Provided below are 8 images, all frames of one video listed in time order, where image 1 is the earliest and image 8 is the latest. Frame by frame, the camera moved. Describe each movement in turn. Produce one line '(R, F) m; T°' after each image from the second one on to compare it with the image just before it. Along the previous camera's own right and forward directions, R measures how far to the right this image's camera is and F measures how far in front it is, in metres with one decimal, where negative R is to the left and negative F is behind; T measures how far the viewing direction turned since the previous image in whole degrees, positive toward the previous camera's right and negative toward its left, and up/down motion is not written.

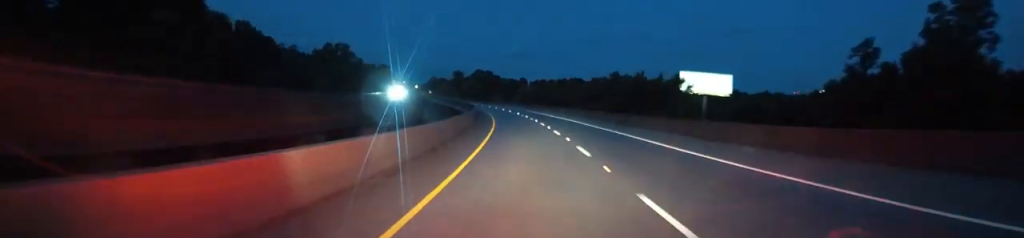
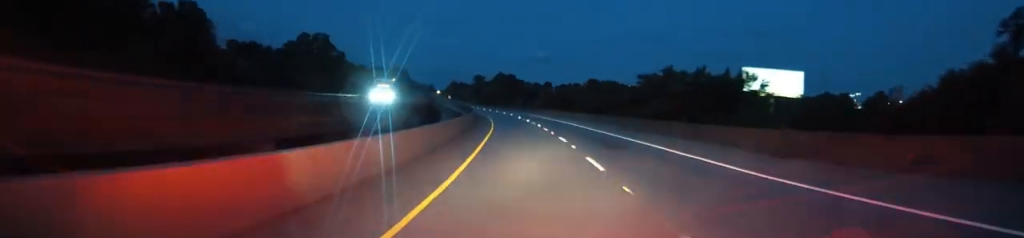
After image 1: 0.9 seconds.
(-0.9, +27.0) m; -3°
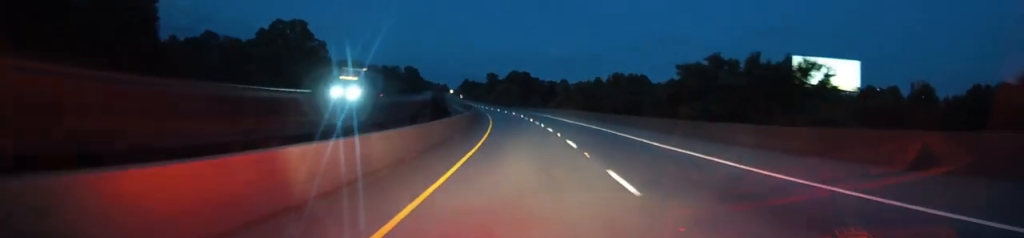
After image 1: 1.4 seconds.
(-0.3, +16.9) m; -2°
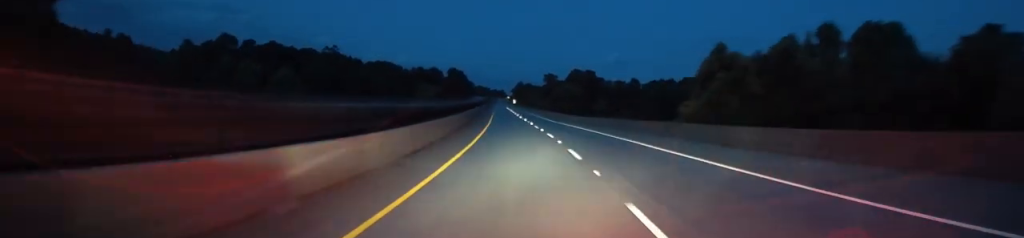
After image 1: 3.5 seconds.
(-3.4, +64.3) m; -6°
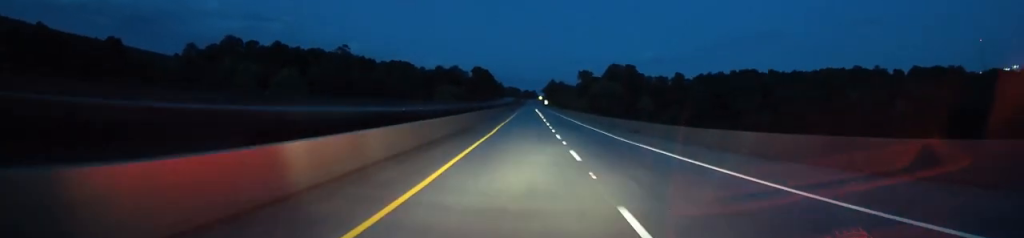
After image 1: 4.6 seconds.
(-0.7, +35.9) m; -2°
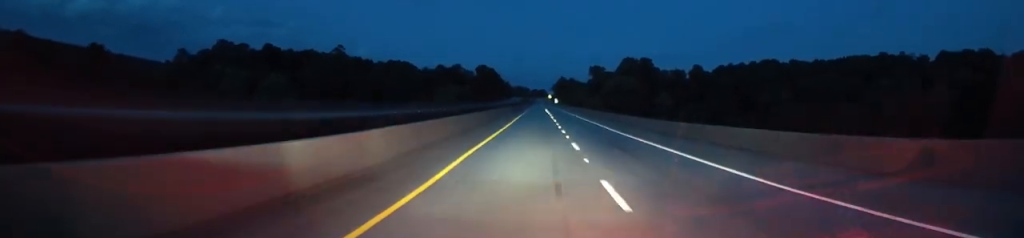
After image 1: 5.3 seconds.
(-0.1, +20.4) m; -1°
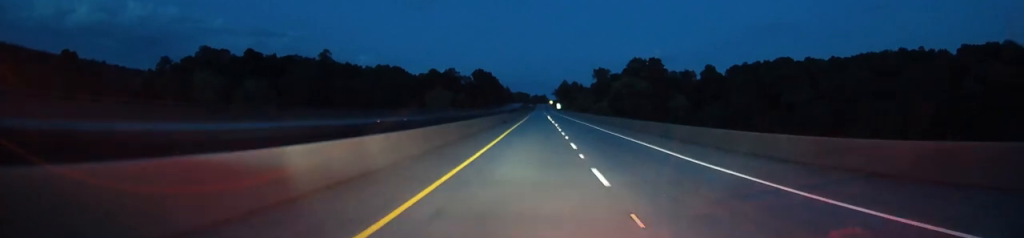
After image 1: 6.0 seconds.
(-0.3, +21.0) m; -1°
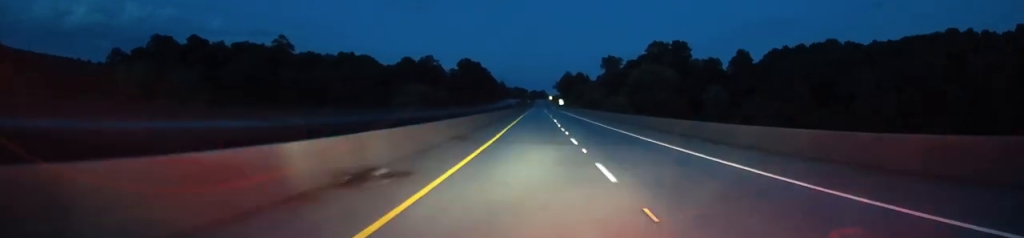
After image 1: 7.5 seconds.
(-0.2, +47.9) m; 0°
